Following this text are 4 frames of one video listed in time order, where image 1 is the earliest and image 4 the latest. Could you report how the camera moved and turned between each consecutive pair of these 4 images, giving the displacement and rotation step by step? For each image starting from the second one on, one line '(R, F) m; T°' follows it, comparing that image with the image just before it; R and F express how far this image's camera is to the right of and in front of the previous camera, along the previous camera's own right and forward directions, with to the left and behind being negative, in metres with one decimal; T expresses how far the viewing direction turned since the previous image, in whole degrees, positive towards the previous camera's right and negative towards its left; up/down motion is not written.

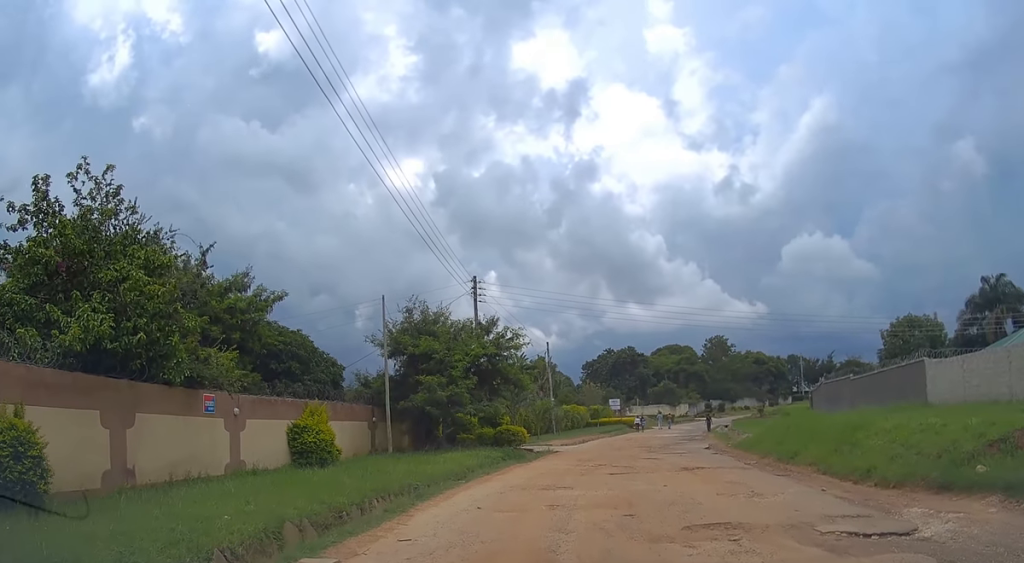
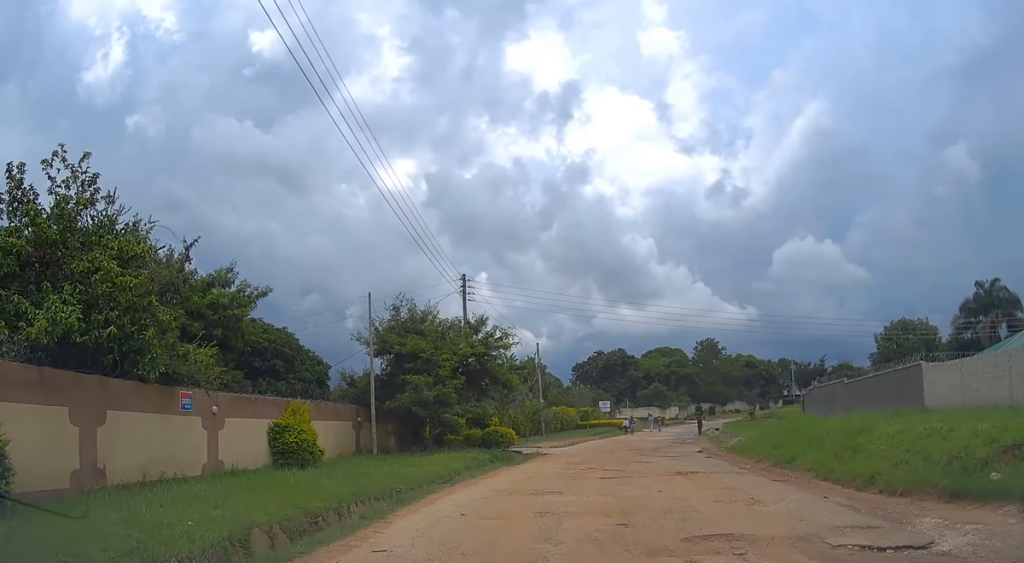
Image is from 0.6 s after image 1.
(0.0, +0.8) m; +1°
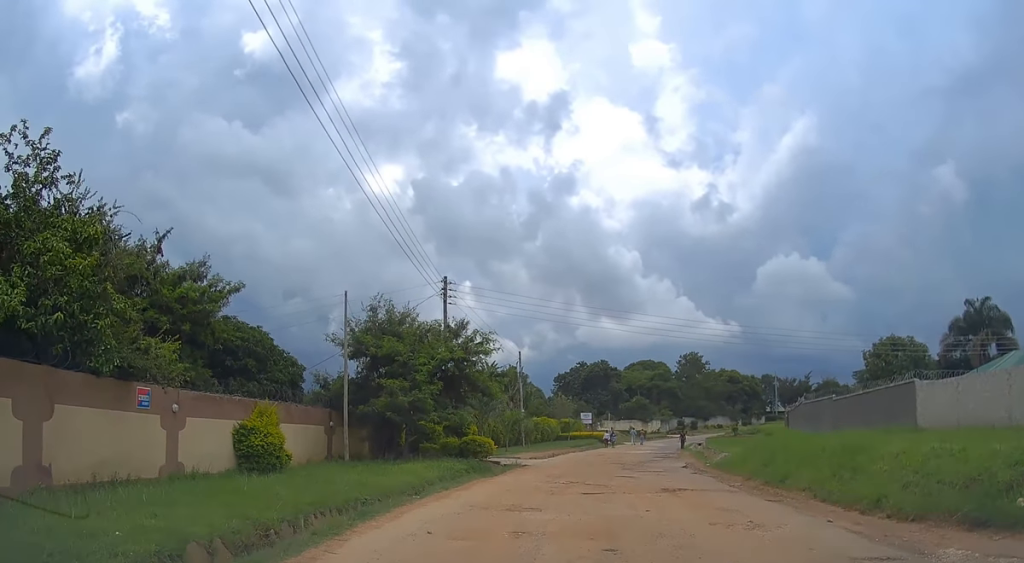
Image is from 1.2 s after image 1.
(0.0, +0.9) m; -1°
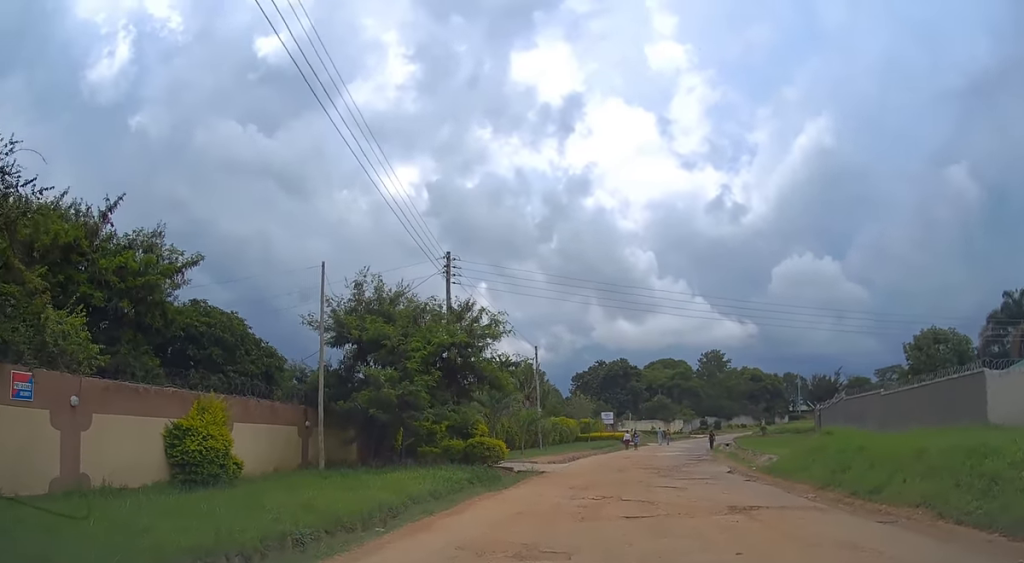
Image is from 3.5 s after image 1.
(-0.4, +4.0) m; -5°
